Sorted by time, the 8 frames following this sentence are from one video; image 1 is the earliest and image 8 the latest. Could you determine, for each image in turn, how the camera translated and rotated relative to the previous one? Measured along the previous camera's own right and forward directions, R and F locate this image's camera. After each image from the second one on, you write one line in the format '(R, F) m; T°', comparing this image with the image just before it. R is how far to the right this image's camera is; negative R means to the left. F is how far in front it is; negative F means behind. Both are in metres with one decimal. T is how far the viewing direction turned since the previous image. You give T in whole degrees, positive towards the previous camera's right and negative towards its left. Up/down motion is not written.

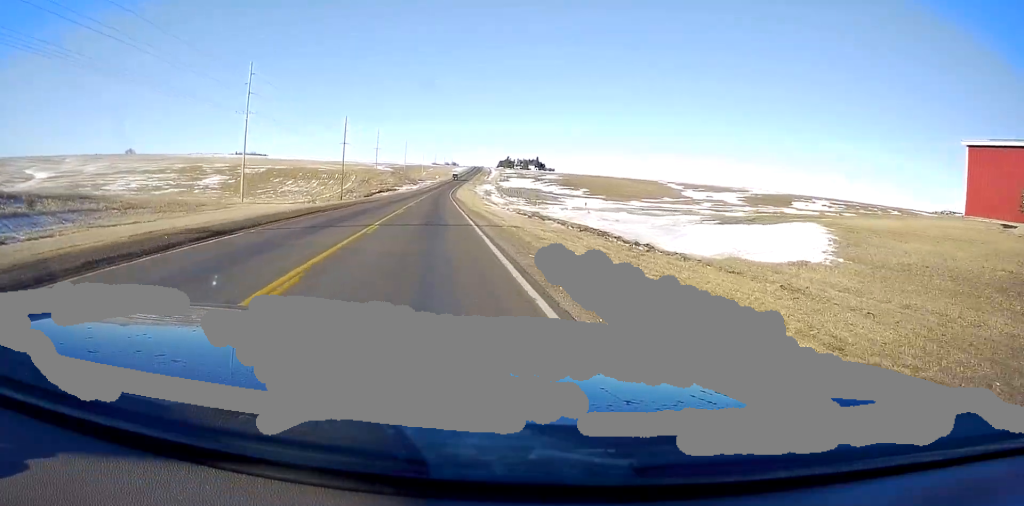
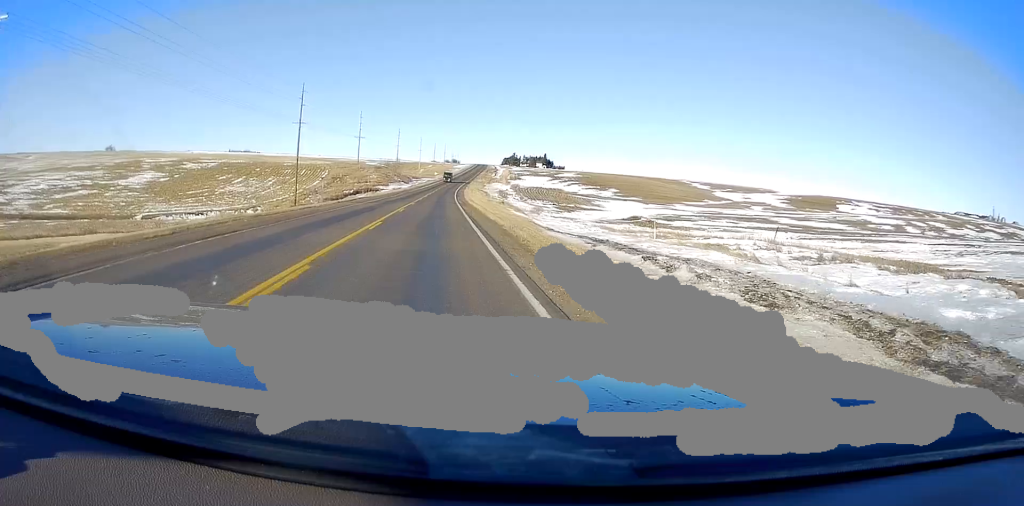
(0.0, +48.5) m; 0°
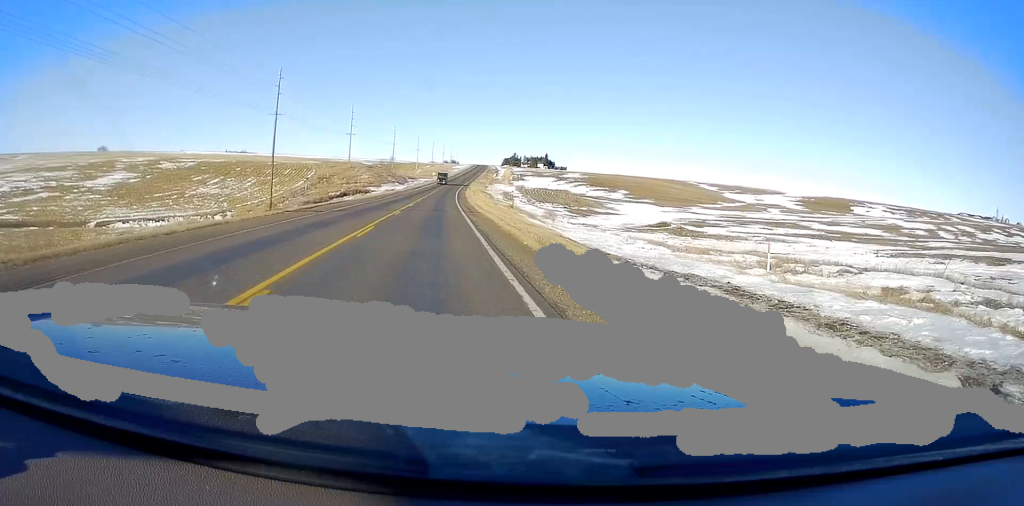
(0.0, +14.8) m; 0°
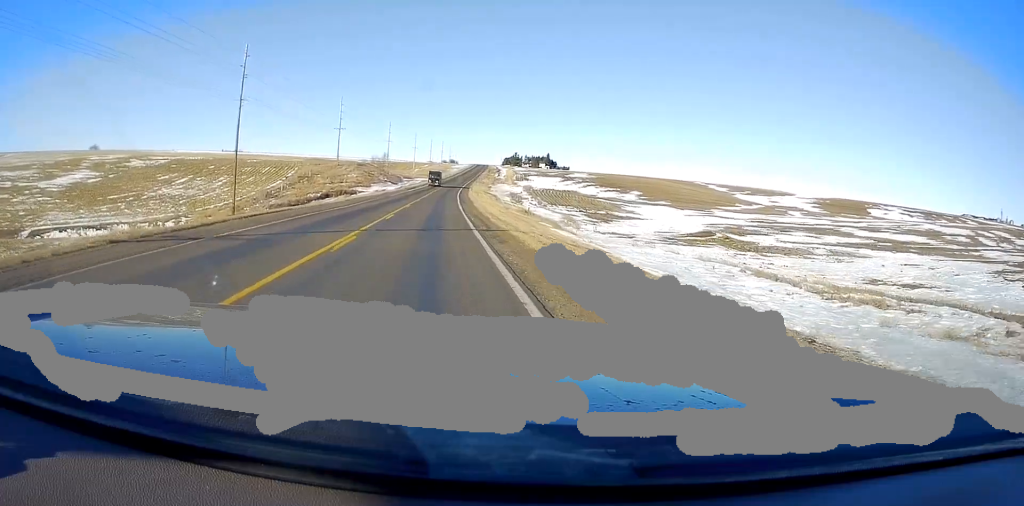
(0.0, +16.4) m; 0°
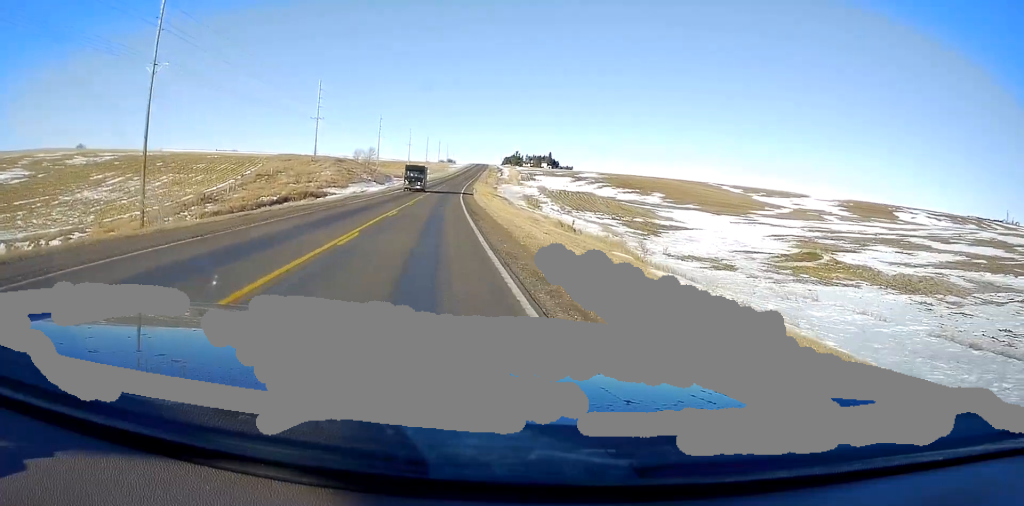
(0.0, +24.2) m; 0°
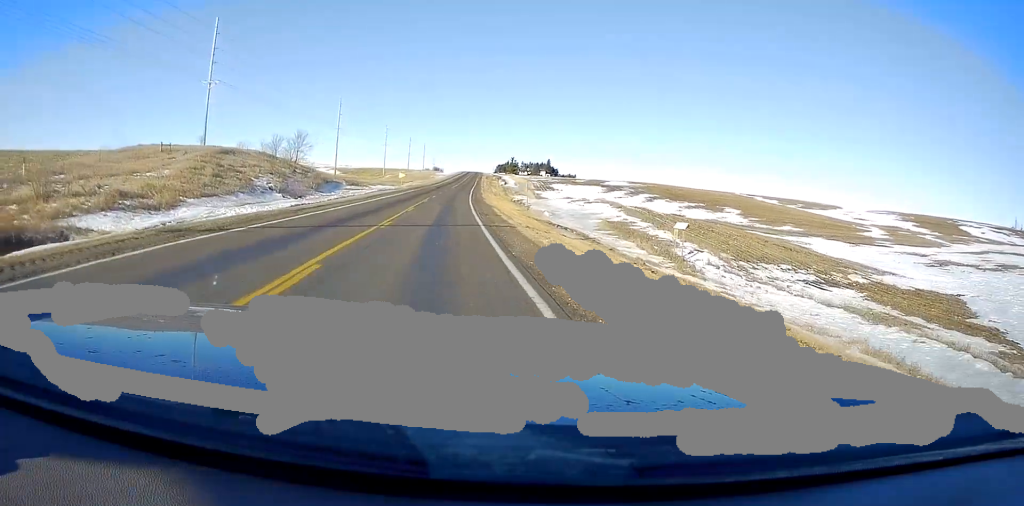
(+0.6, +56.1) m; +2°
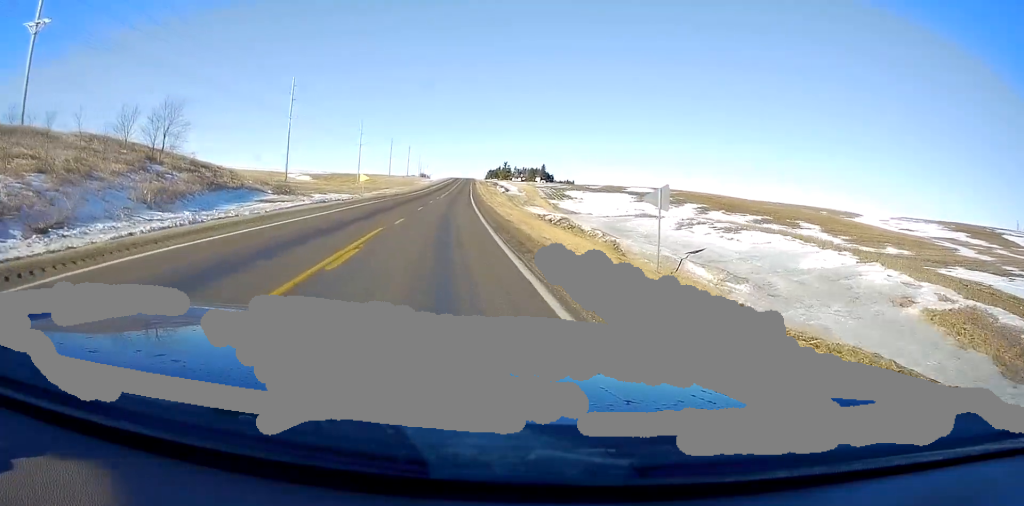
(+0.3, +34.3) m; +1°
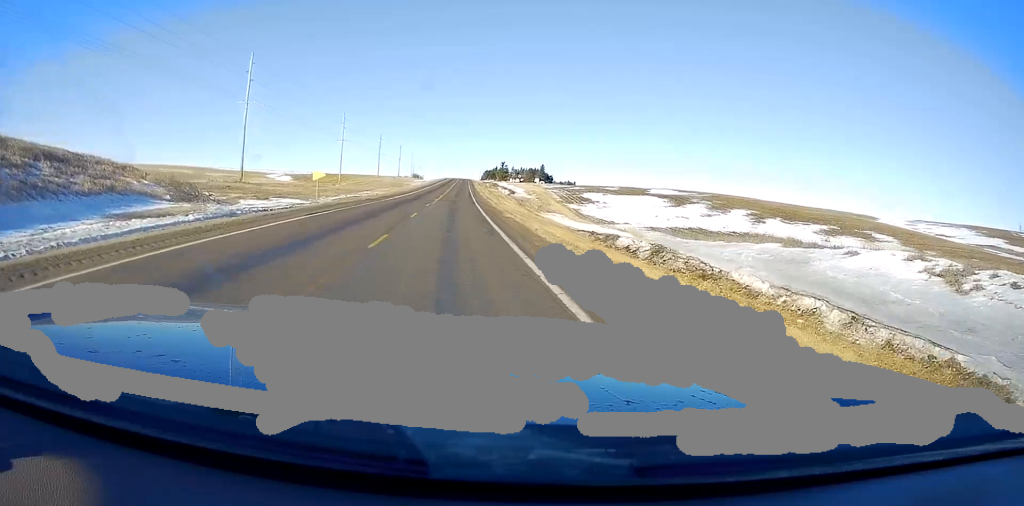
(+0.1, +21.1) m; 0°
